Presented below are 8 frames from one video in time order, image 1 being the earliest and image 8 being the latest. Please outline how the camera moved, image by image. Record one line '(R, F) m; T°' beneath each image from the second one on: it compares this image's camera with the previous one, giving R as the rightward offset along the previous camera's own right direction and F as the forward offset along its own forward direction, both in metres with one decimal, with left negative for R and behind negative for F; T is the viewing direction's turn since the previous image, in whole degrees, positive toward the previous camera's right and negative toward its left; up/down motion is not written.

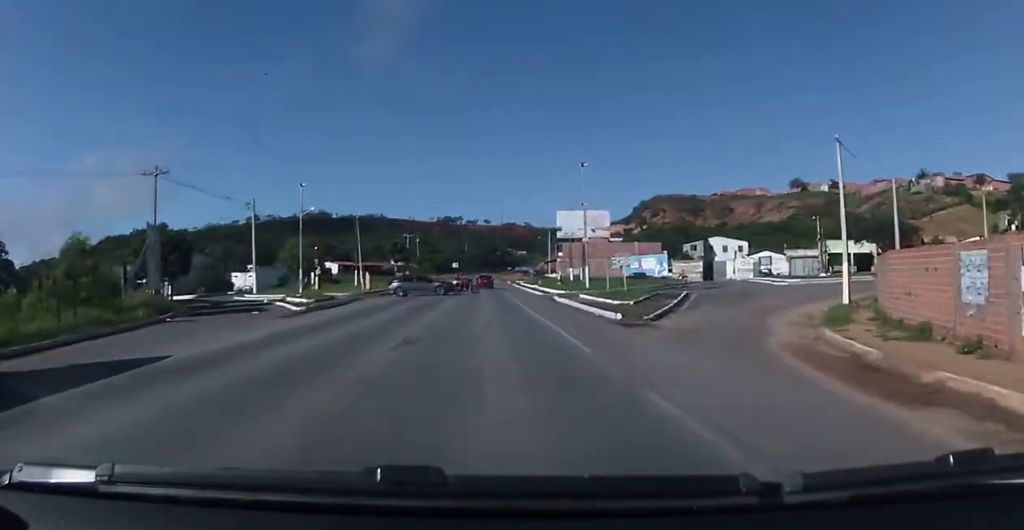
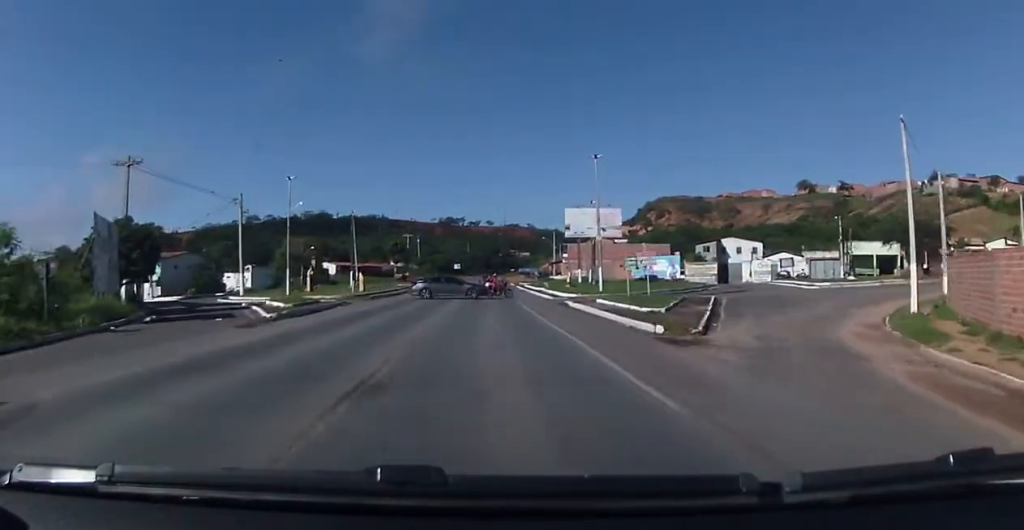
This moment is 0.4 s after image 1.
(-0.2, +4.7) m; 0°
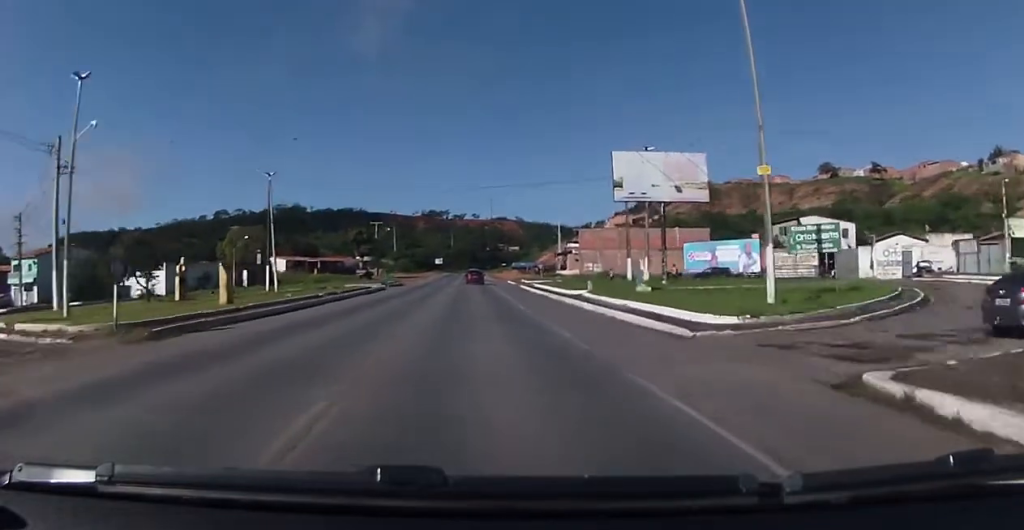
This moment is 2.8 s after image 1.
(-0.4, +27.7) m; 0°
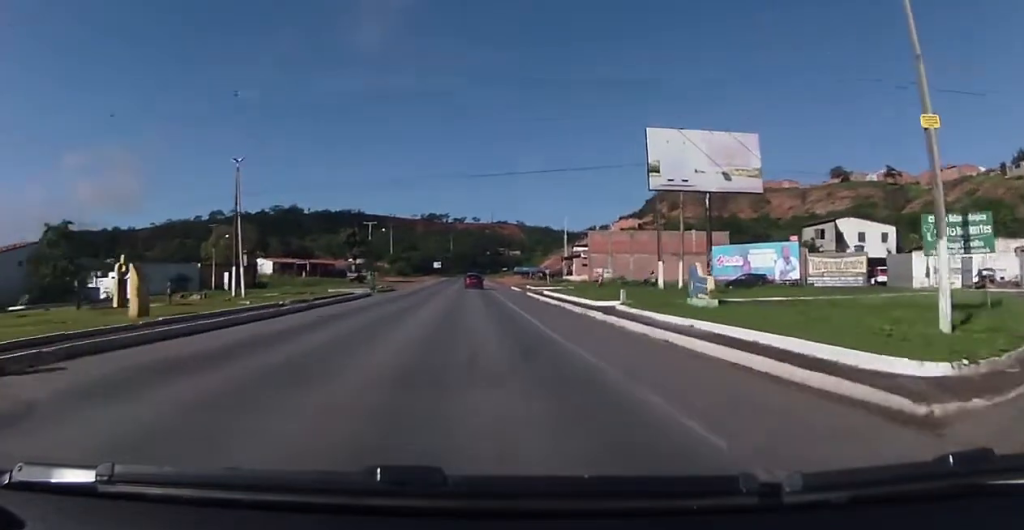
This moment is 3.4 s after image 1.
(+0.2, +7.7) m; +1°
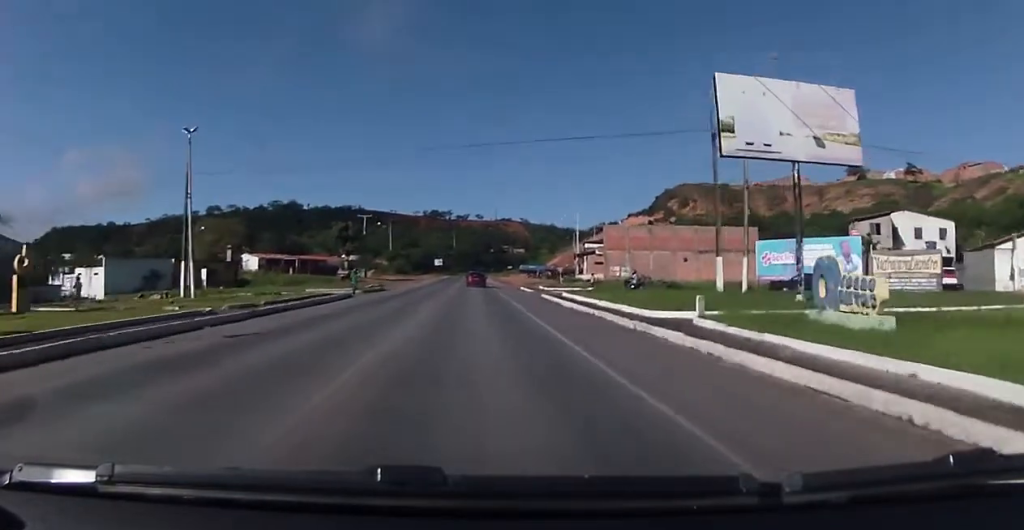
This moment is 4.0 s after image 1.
(+0.2, +8.8) m; +1°
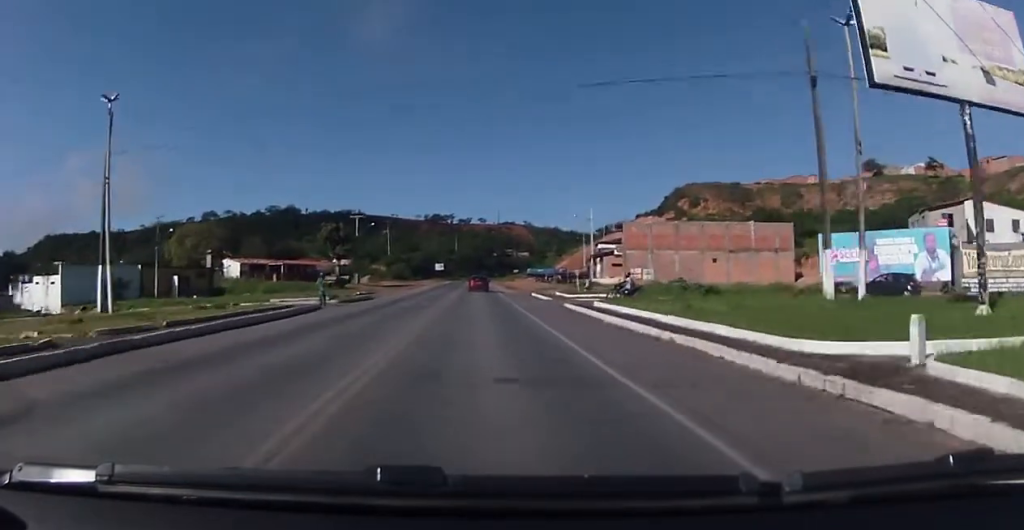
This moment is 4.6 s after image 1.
(0.0, +9.3) m; 0°
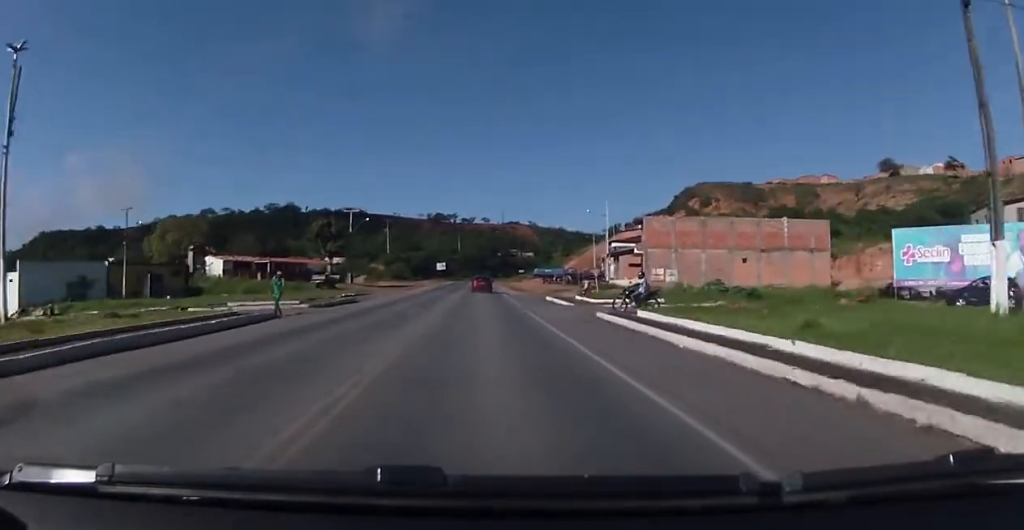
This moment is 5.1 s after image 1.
(0.0, +7.6) m; -1°
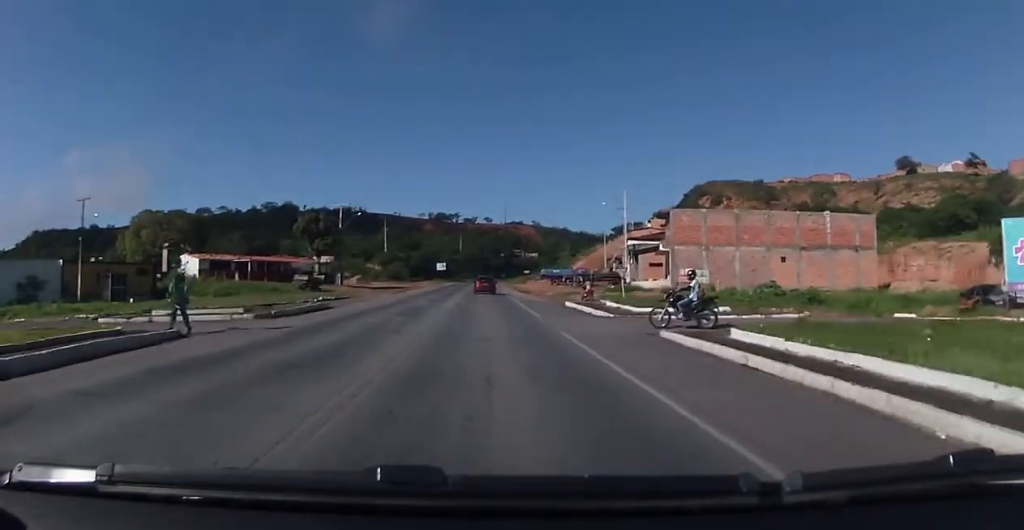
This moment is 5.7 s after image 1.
(+0.1, +8.3) m; -1°
